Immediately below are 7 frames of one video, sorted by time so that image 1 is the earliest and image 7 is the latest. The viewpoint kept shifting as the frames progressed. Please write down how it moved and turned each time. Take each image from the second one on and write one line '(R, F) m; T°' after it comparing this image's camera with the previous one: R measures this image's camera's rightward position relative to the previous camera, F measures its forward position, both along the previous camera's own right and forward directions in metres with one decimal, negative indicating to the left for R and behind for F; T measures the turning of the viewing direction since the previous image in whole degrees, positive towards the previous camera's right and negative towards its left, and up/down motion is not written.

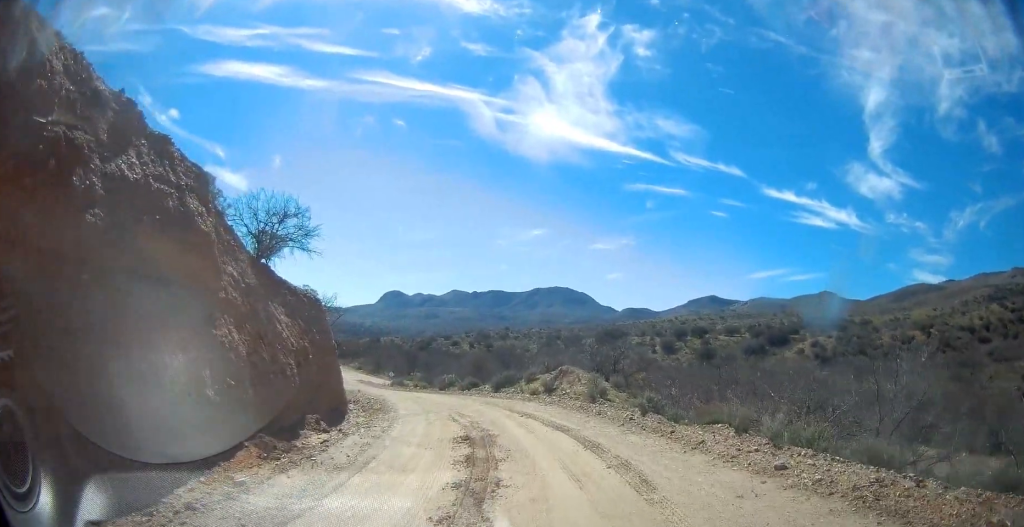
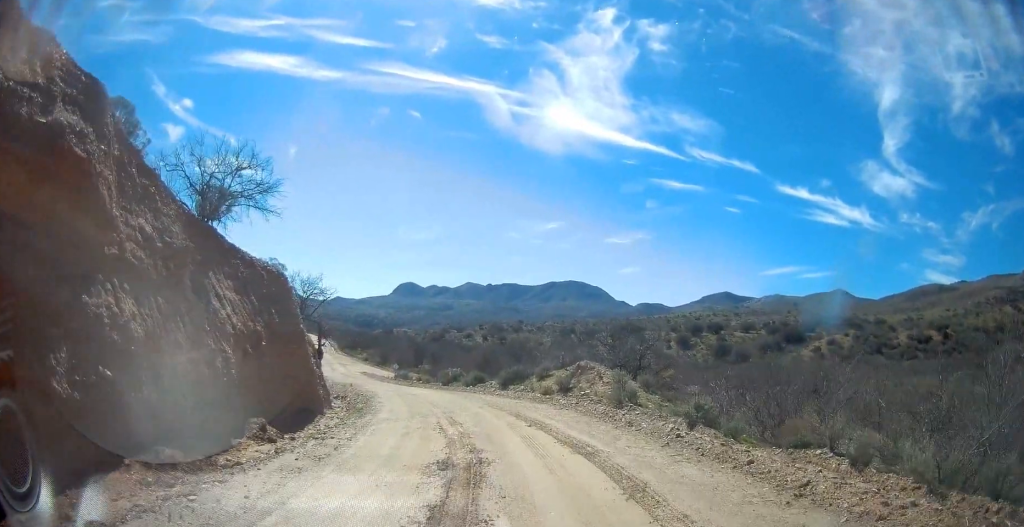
(+0.1, +3.6) m; 0°
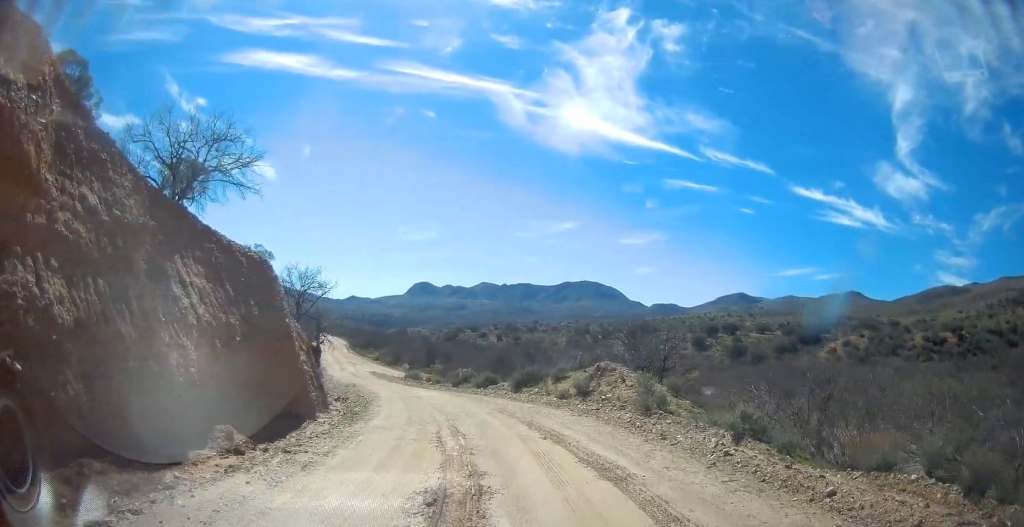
(-0.4, +1.8) m; 0°
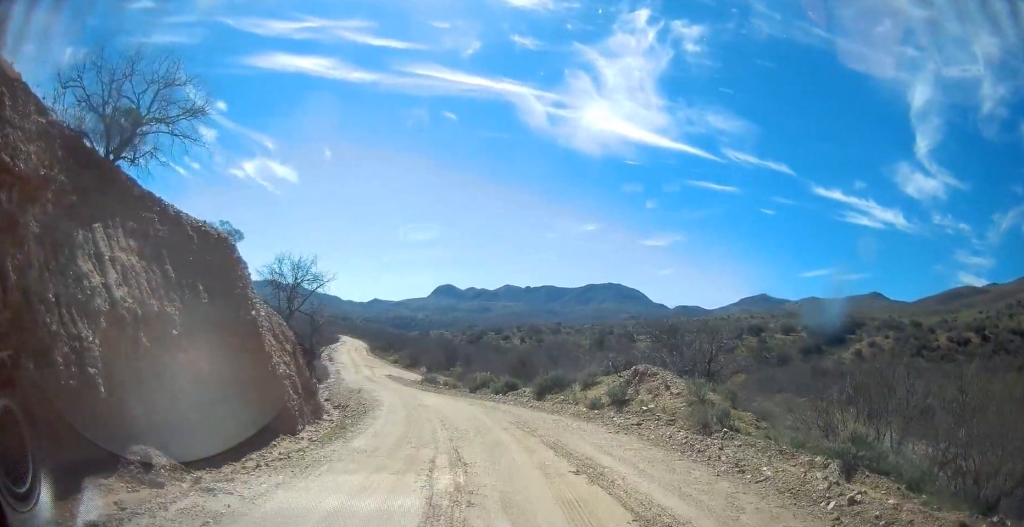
(+0.4, +2.8) m; +1°
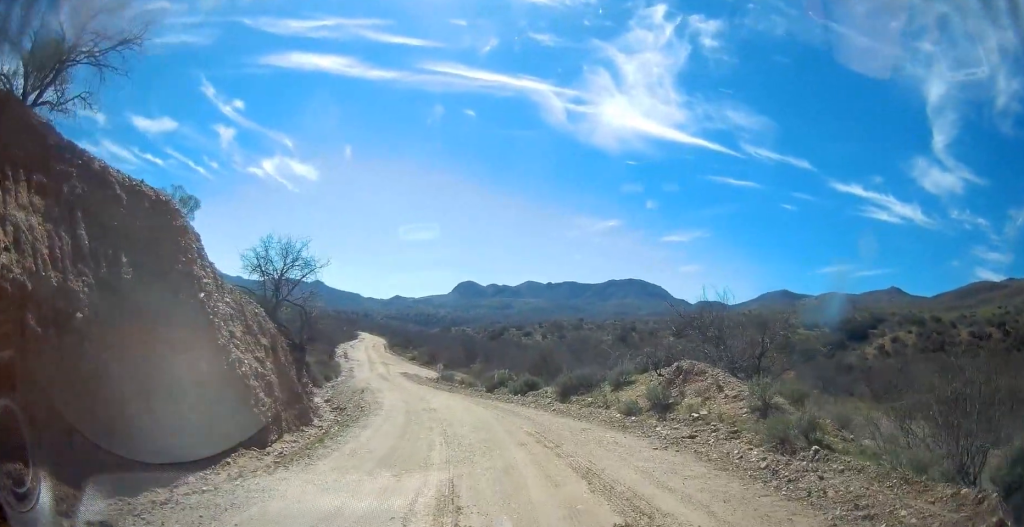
(-0.1, +2.5) m; -5°
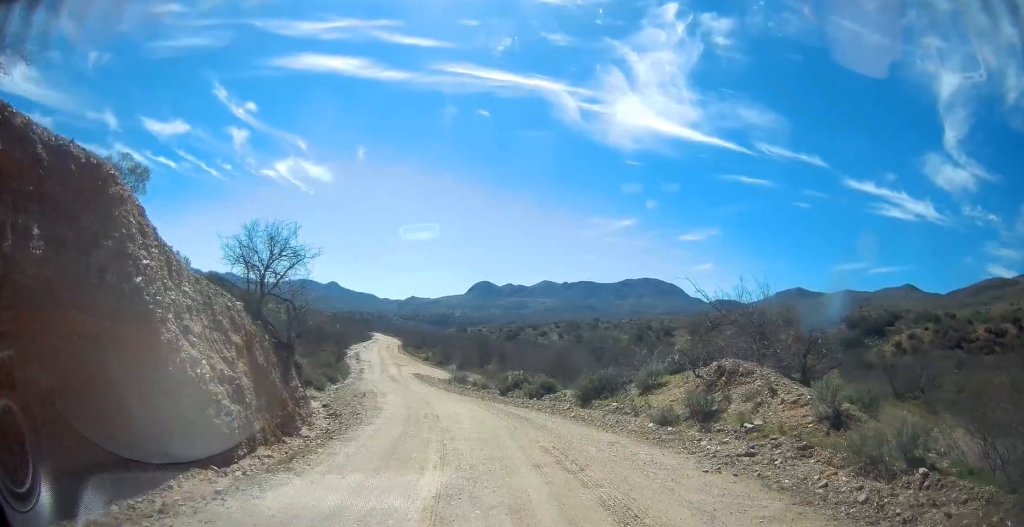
(-0.2, +1.9) m; -7°
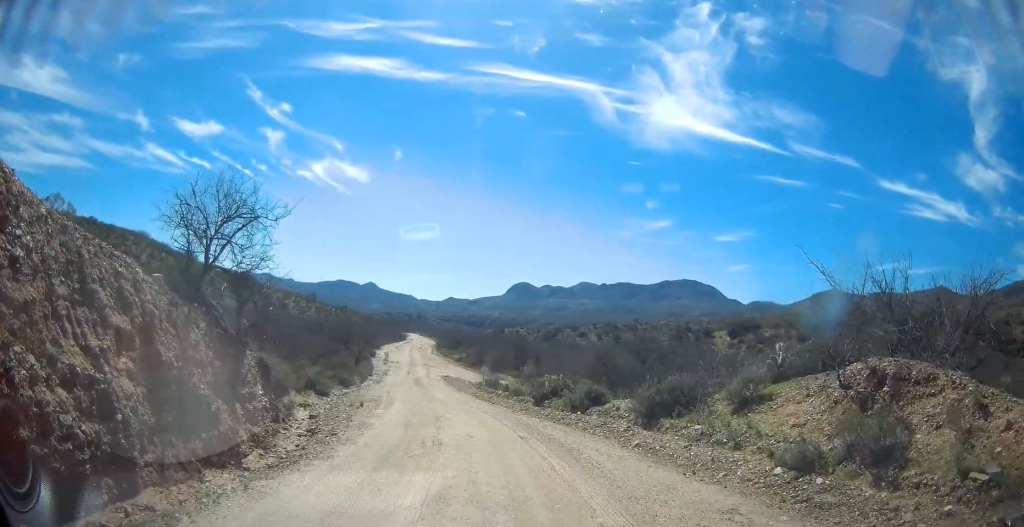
(-0.1, +4.4) m; -1°
